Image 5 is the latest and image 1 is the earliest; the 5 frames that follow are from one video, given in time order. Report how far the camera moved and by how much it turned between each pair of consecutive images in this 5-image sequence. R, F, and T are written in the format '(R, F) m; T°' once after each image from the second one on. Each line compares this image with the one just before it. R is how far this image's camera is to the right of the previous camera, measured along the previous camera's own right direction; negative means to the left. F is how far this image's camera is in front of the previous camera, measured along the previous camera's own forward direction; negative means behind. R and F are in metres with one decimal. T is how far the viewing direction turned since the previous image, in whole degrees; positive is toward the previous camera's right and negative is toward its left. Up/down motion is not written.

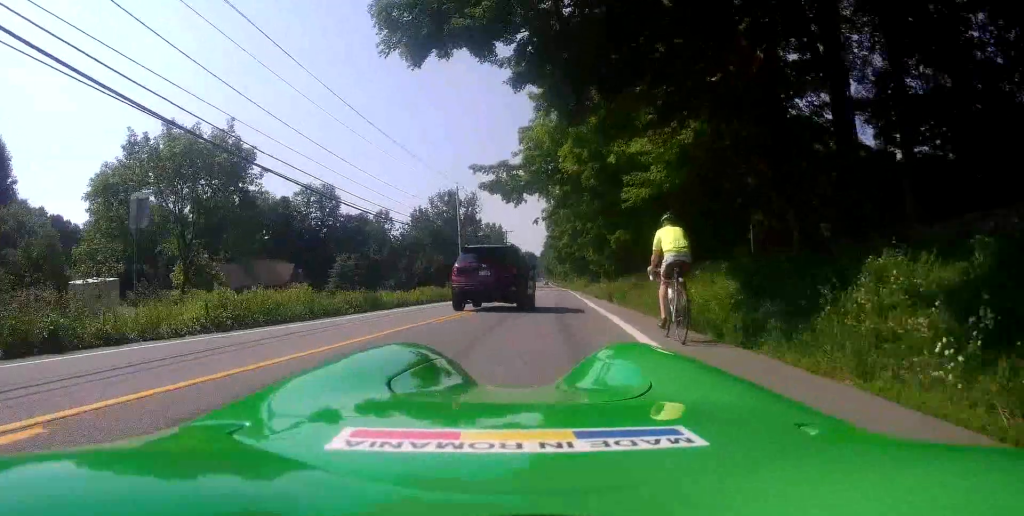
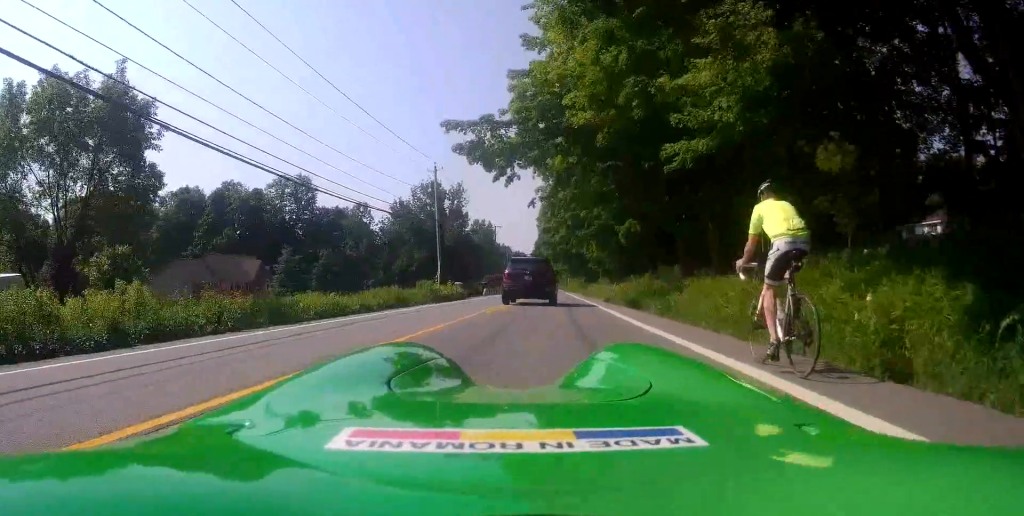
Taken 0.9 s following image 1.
(-0.1, +8.7) m; +1°
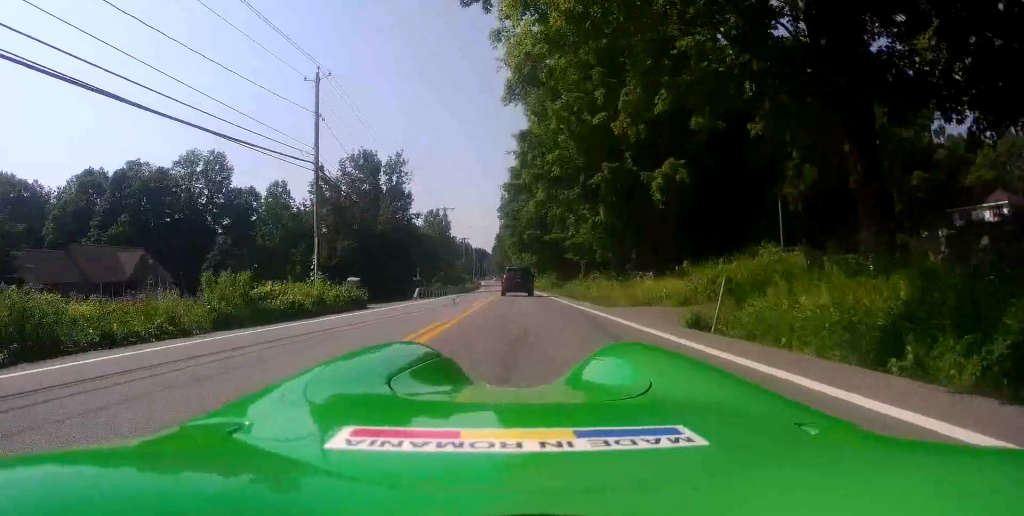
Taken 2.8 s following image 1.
(+0.9, +20.8) m; +4°
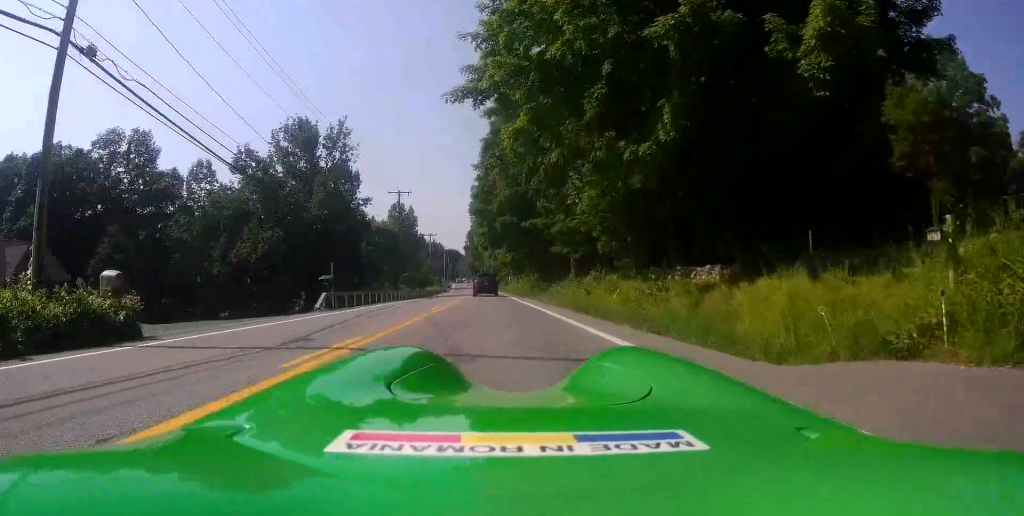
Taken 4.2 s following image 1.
(0.0, +15.4) m; 0°
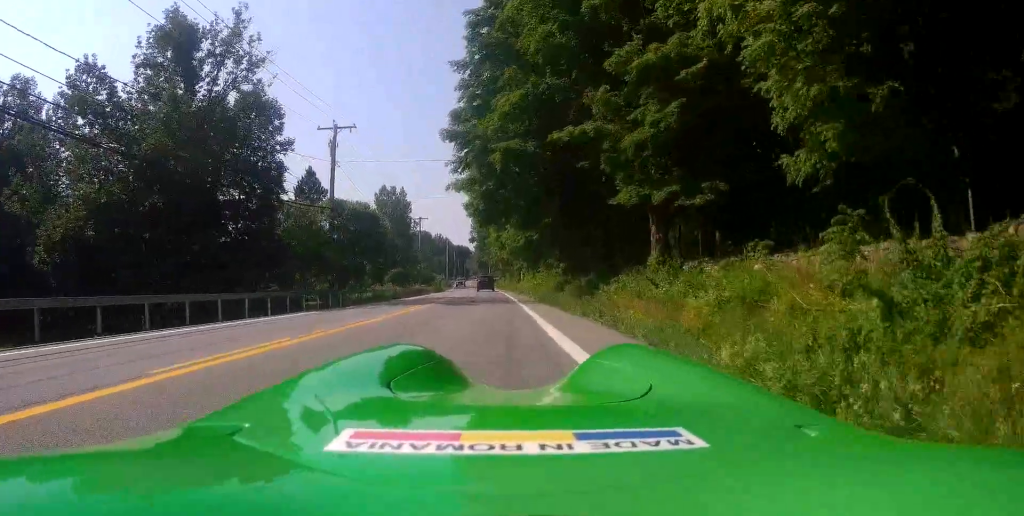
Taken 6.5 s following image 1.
(+0.2, +26.2) m; 0°
